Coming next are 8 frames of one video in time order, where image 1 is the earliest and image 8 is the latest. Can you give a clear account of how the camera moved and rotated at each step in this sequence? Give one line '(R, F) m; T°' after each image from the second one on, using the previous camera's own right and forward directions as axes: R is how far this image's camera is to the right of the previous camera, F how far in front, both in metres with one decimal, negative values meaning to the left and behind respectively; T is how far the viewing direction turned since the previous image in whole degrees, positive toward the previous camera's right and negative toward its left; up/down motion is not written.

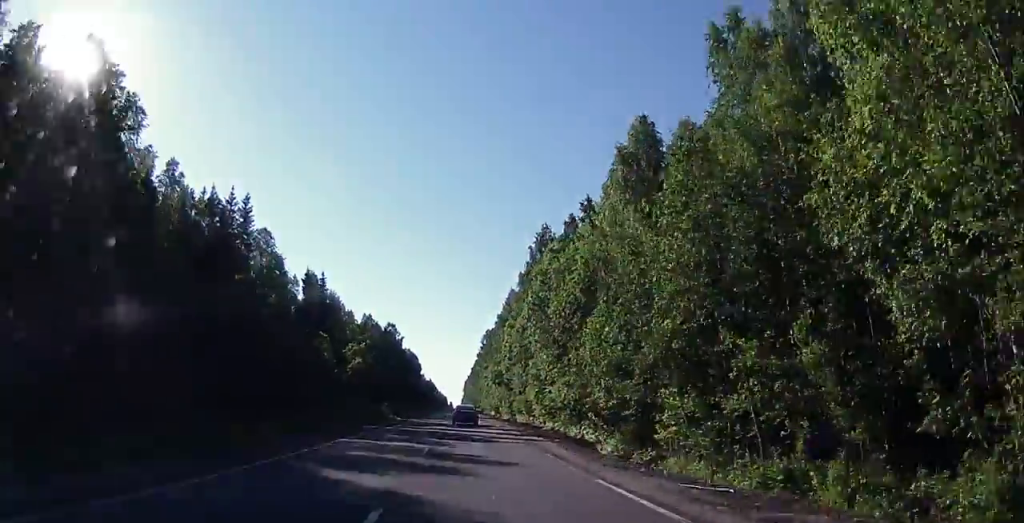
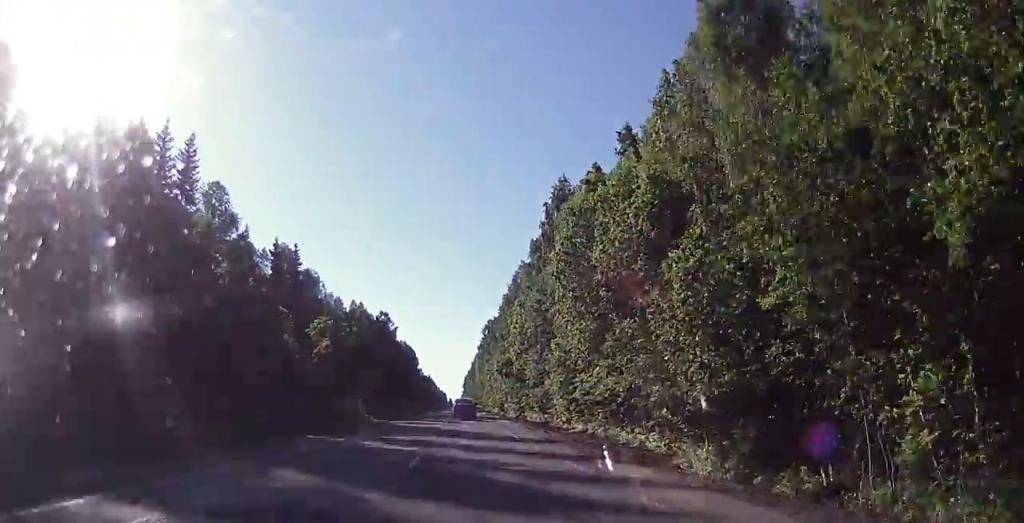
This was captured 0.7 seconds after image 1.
(-0.3, +16.6) m; 0°
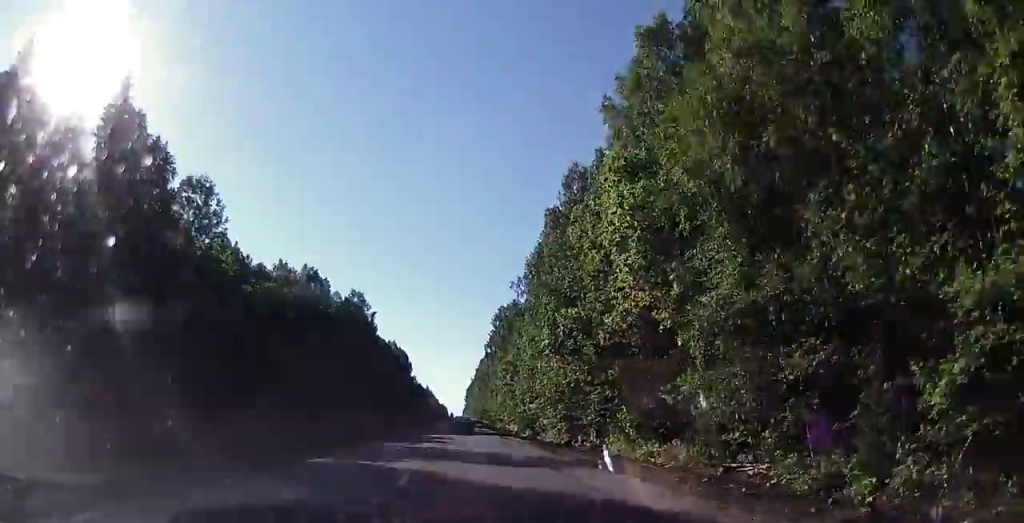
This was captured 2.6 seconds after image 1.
(+0.4, +47.8) m; 0°
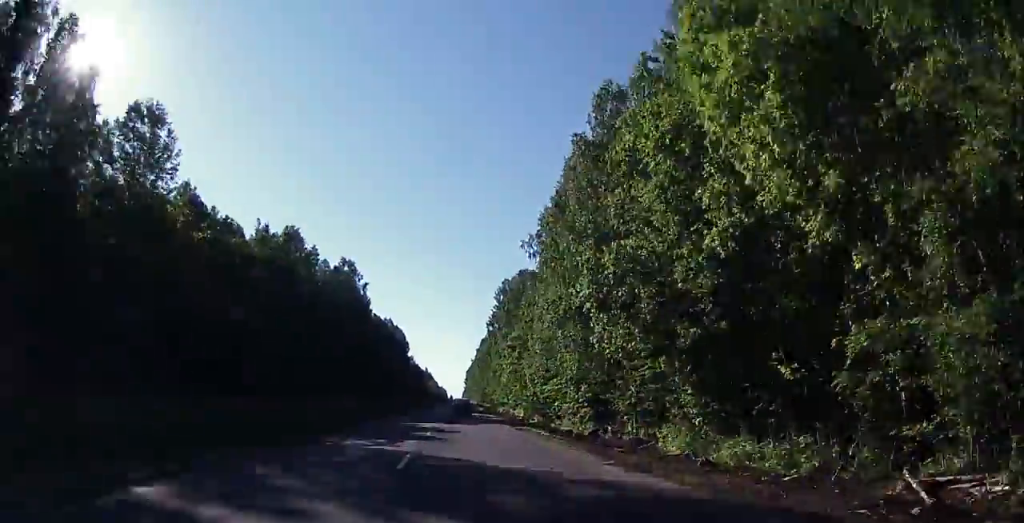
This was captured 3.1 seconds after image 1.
(-0.1, +11.4) m; -1°
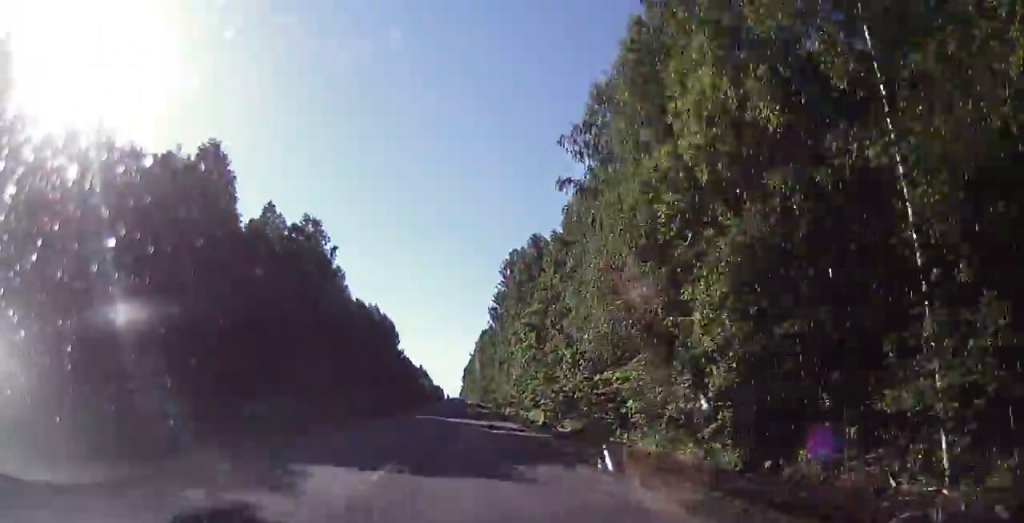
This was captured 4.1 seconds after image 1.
(0.0, +26.1) m; +1°
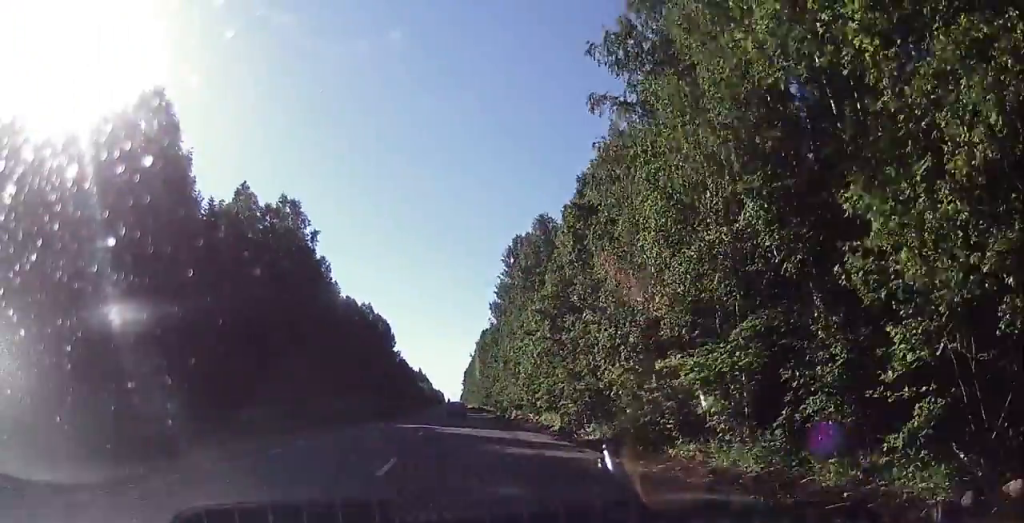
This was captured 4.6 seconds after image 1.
(+0.1, +10.5) m; +1°
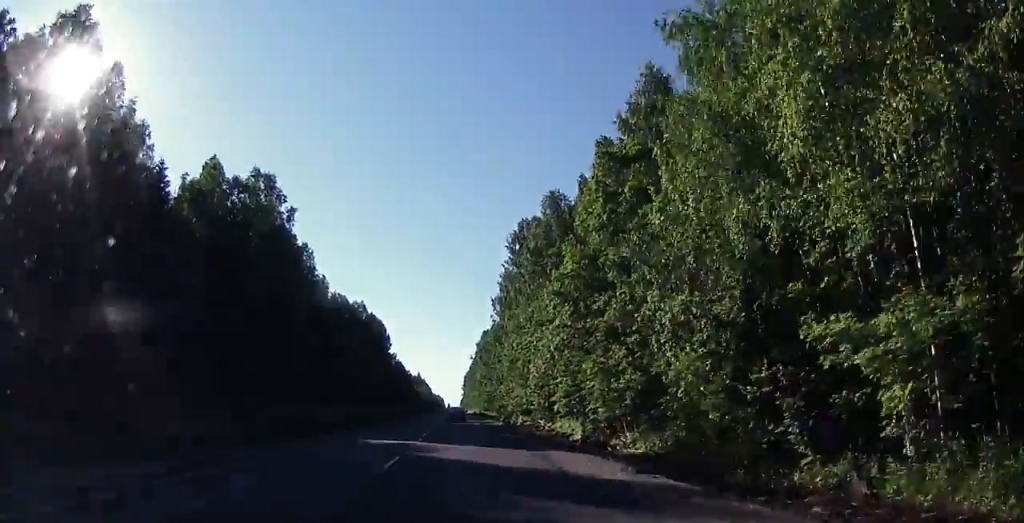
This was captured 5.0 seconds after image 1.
(-0.1, +10.5) m; +1°
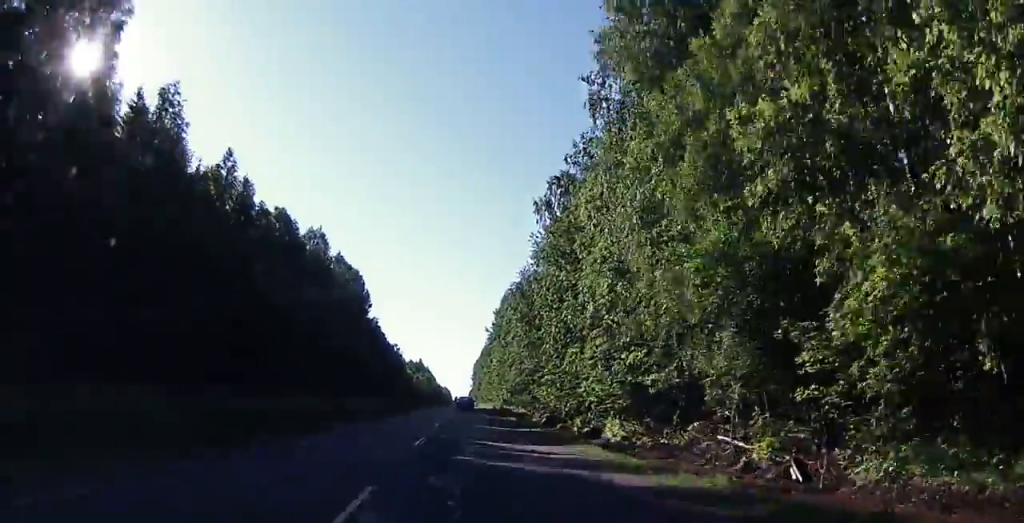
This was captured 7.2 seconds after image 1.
(+0.2, +52.9) m; 0°
